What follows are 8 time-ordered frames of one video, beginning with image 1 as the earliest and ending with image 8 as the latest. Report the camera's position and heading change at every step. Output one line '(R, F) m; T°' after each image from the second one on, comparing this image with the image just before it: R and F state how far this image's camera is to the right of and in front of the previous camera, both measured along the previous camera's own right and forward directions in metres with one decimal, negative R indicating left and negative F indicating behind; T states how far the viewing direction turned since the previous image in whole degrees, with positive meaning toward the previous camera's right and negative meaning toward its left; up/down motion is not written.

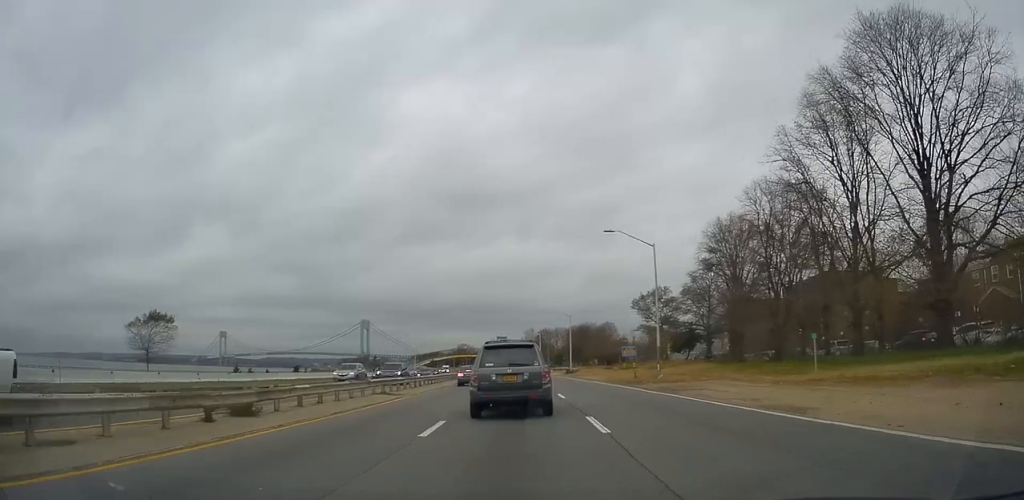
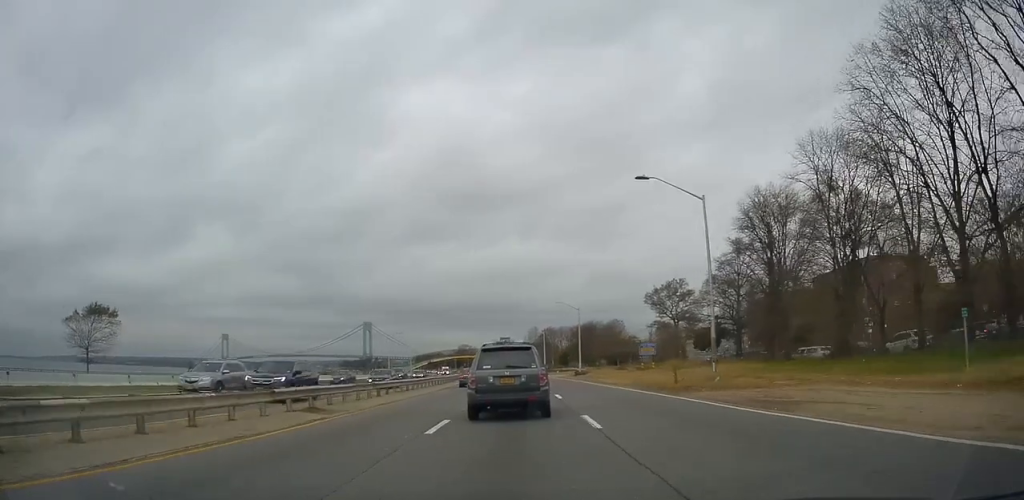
(0.0, +10.4) m; 0°
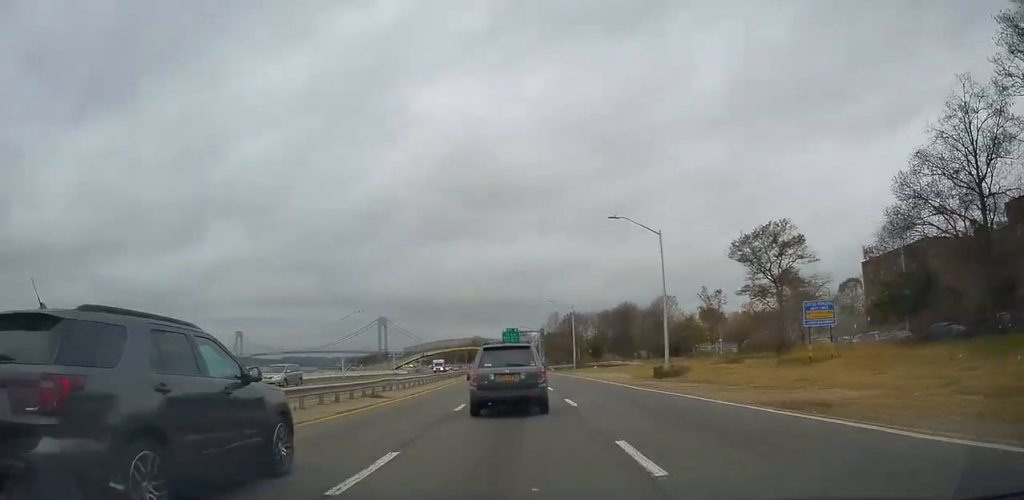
(-0.3, +40.3) m; -2°
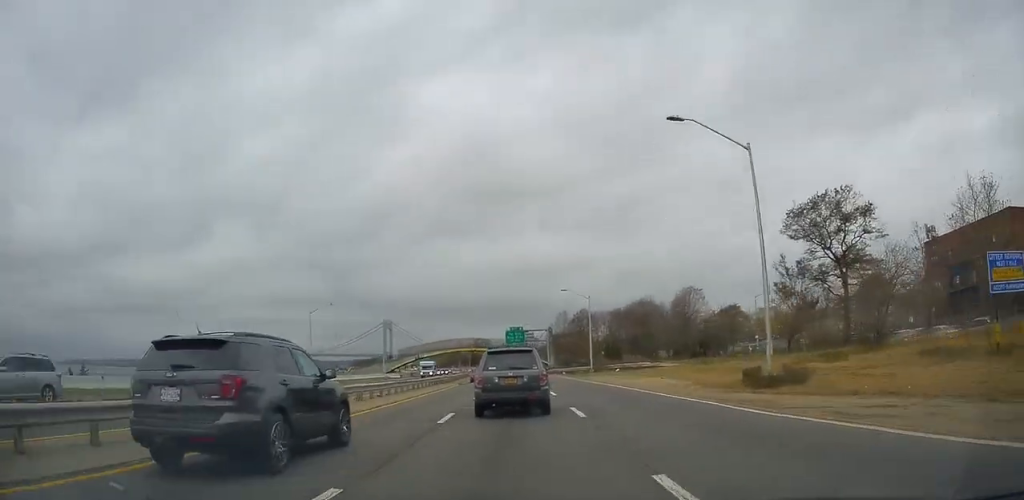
(-0.2, +14.5) m; -1°
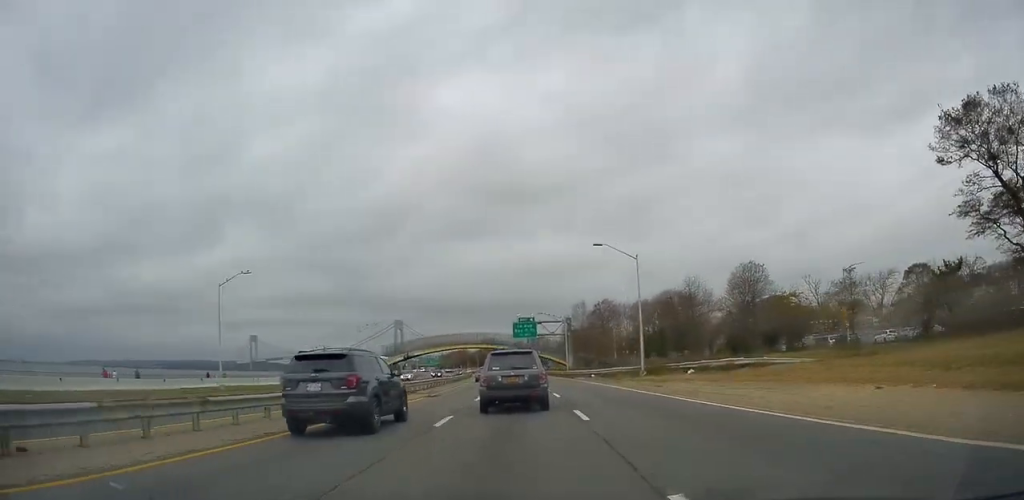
(-0.3, +23.7) m; -1°
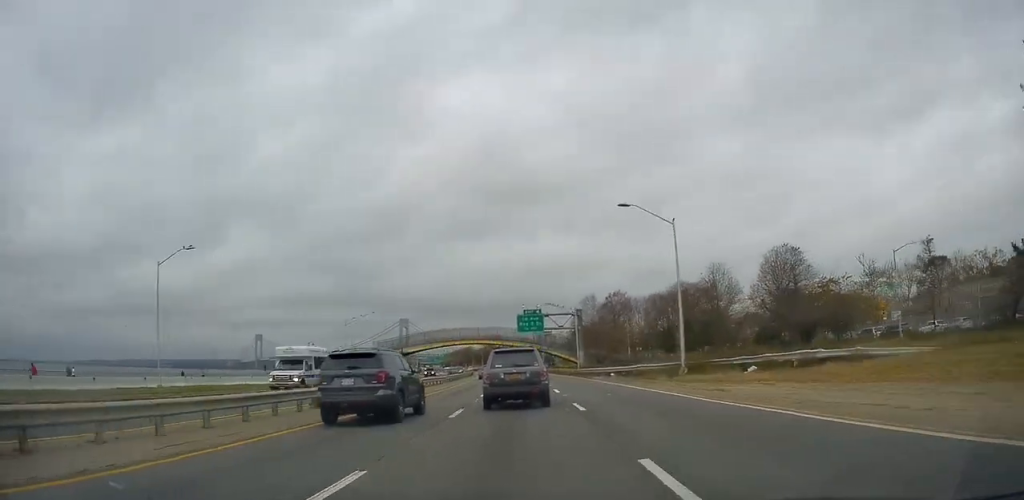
(0.0, +9.1) m; 0°
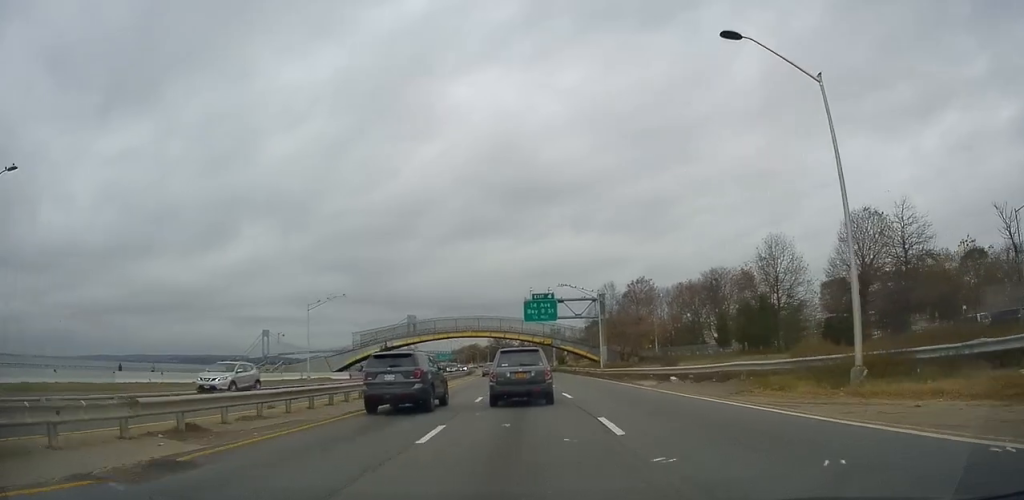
(0.0, +16.2) m; -1°
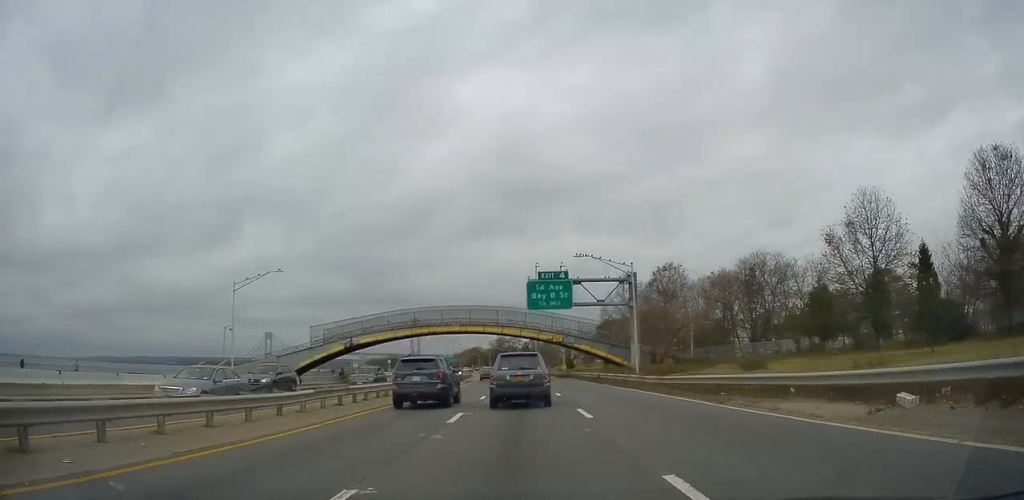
(-0.1, +17.2) m; -2°
